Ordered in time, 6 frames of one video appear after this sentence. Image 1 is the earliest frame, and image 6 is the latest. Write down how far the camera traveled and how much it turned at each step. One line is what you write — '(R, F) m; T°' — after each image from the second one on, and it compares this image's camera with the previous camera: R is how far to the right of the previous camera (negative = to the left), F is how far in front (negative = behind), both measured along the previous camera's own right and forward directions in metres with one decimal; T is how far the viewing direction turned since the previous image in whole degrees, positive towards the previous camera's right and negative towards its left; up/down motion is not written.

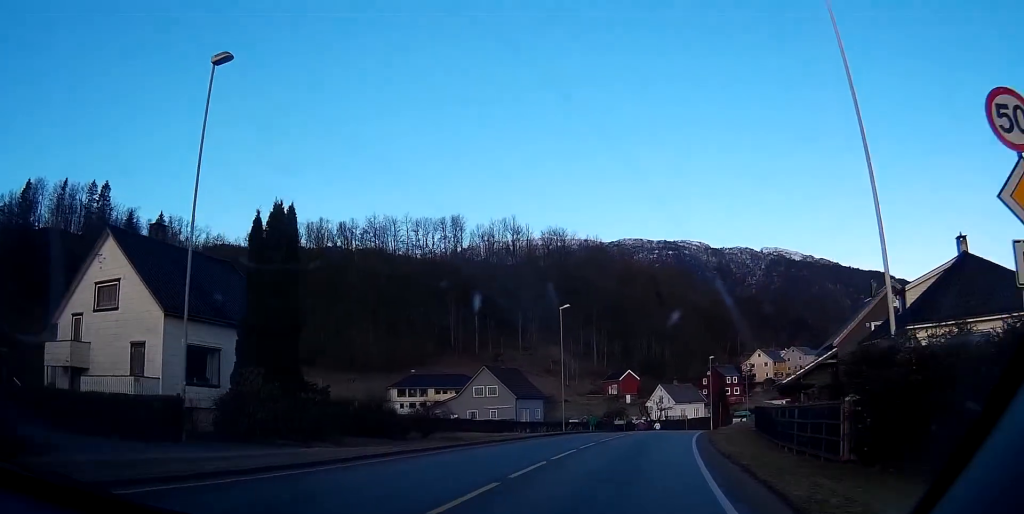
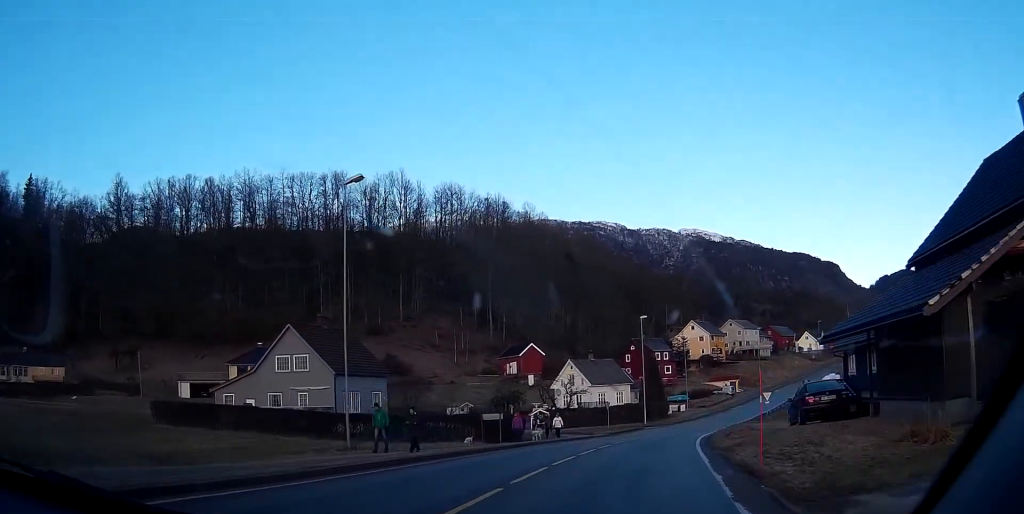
(+1.5, +32.7) m; +6°
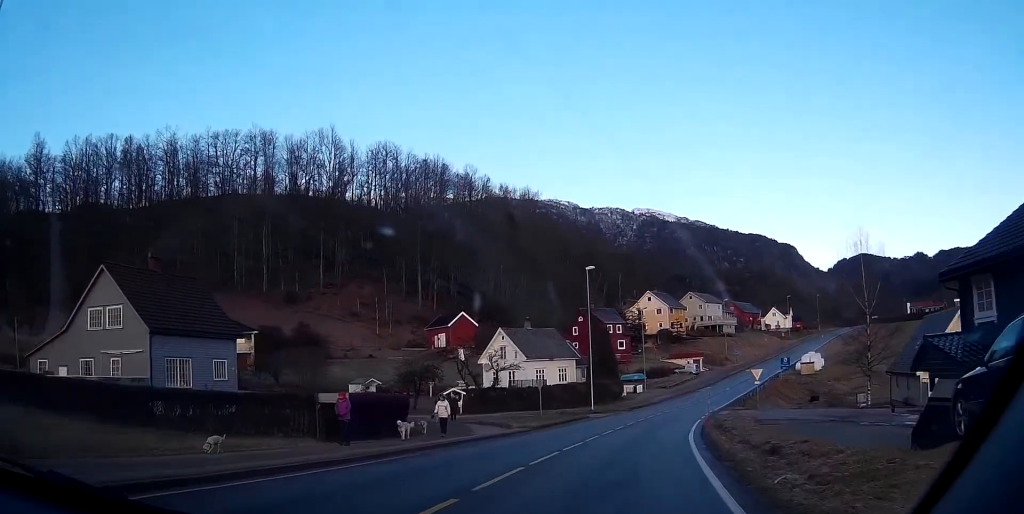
(+0.2, +17.5) m; +1°
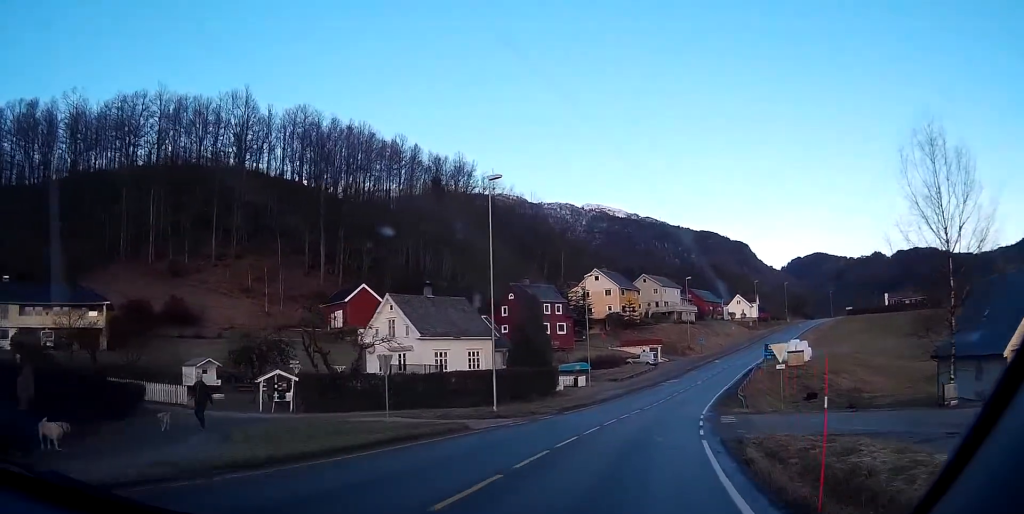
(+1.1, +21.3) m; +8°
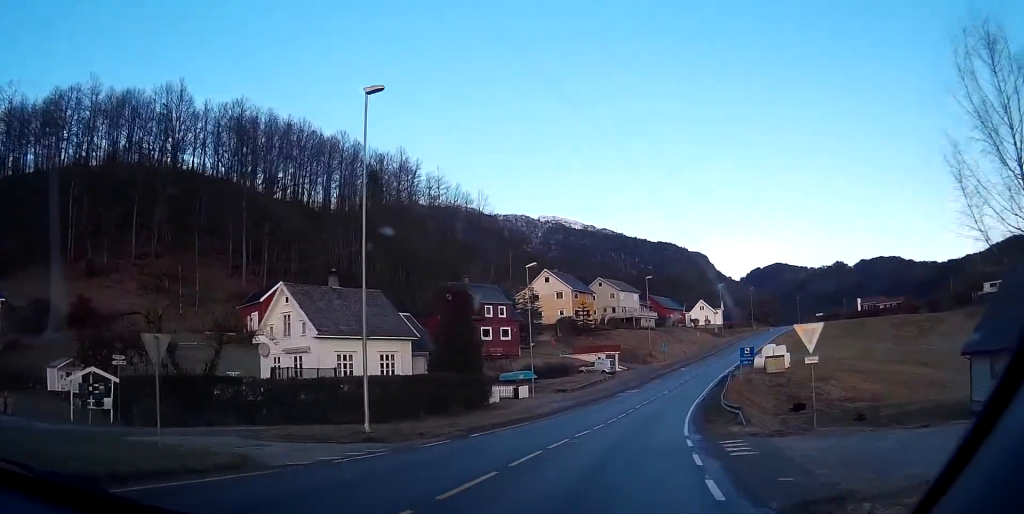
(+0.7, +10.7) m; +4°
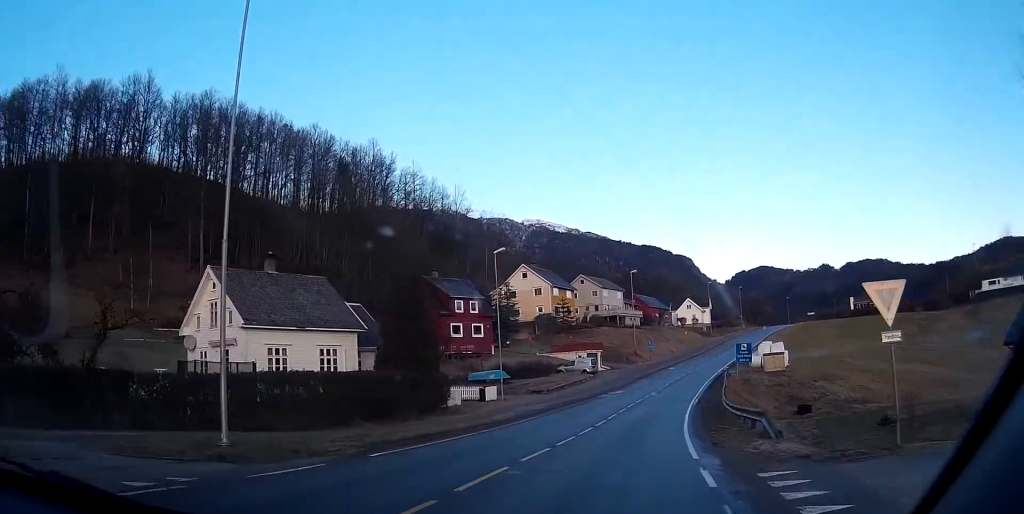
(0.0, +7.1) m; 0°
